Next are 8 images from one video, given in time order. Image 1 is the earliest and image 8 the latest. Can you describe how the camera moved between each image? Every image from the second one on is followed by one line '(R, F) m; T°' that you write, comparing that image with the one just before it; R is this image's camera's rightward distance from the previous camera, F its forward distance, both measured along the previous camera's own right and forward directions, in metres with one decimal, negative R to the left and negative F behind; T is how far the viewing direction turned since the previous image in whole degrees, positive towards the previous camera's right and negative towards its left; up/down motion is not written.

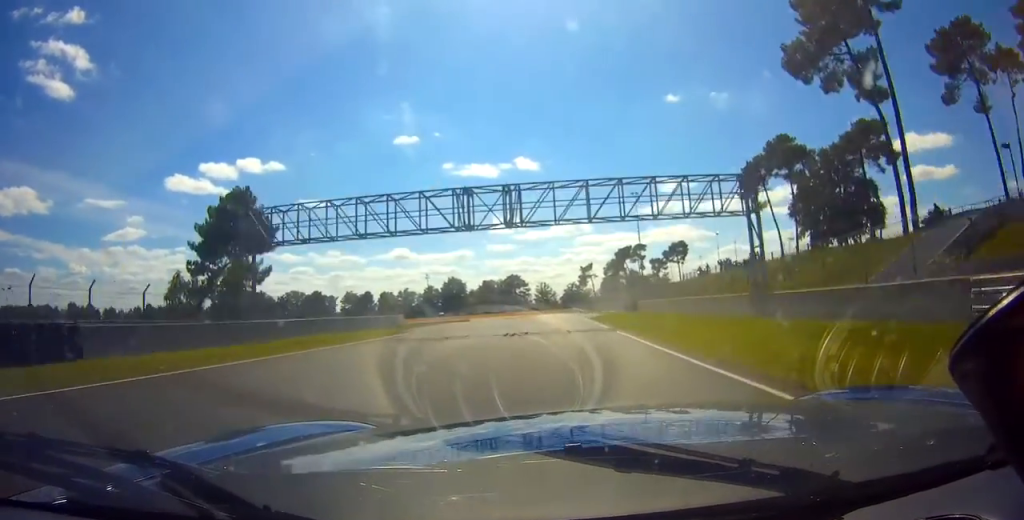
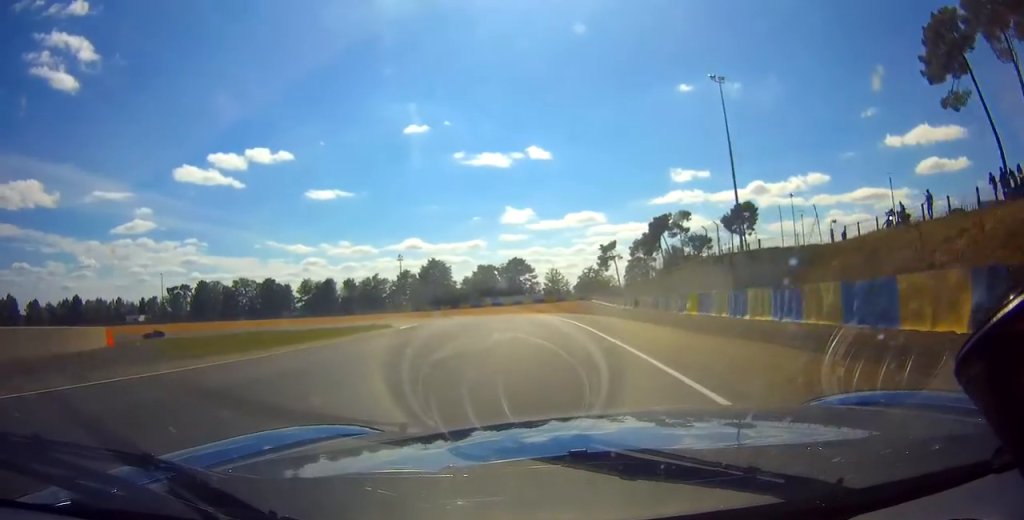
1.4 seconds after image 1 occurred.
(-1.0, +46.9) m; -7°
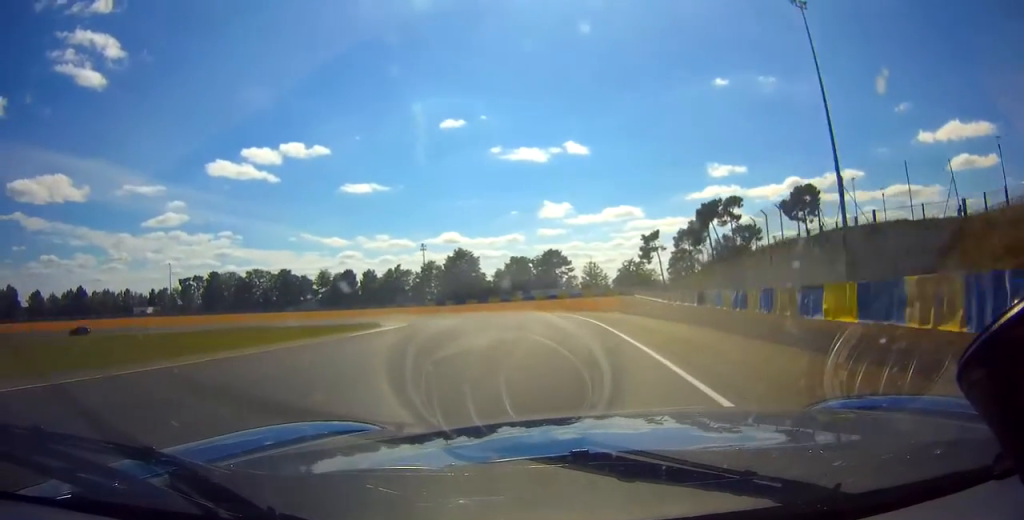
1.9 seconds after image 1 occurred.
(-0.2, +13.9) m; -5°
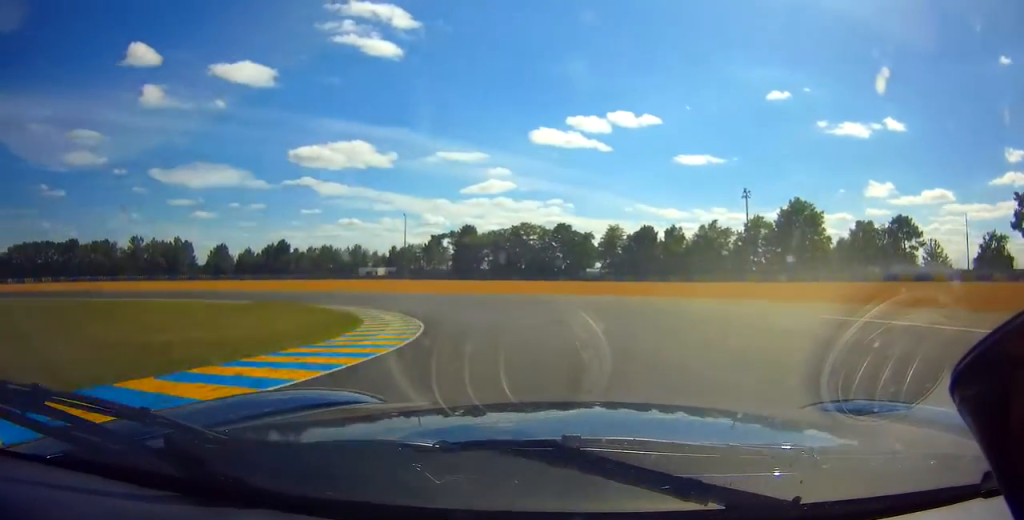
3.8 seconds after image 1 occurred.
(-12.9, +44.8) m; -41°
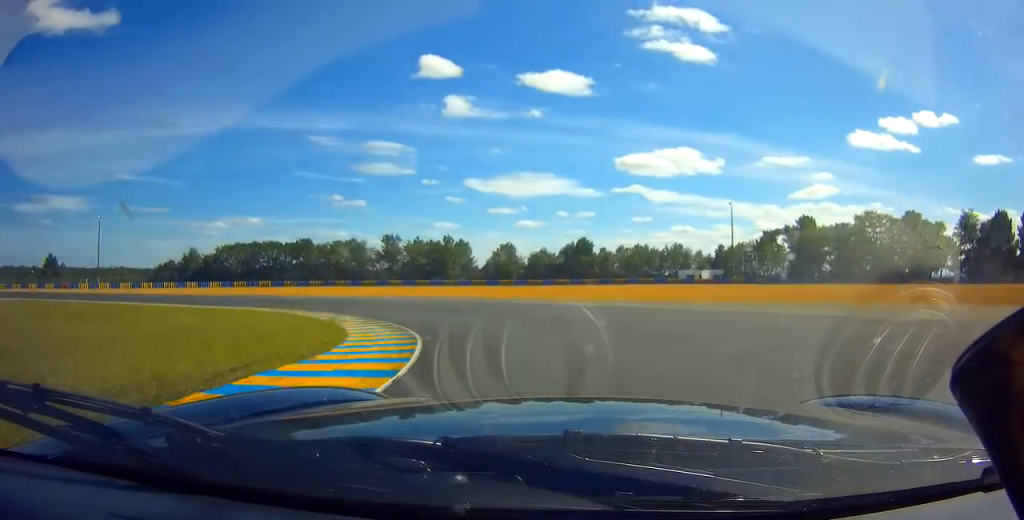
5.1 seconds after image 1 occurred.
(-8.5, +26.7) m; -33°
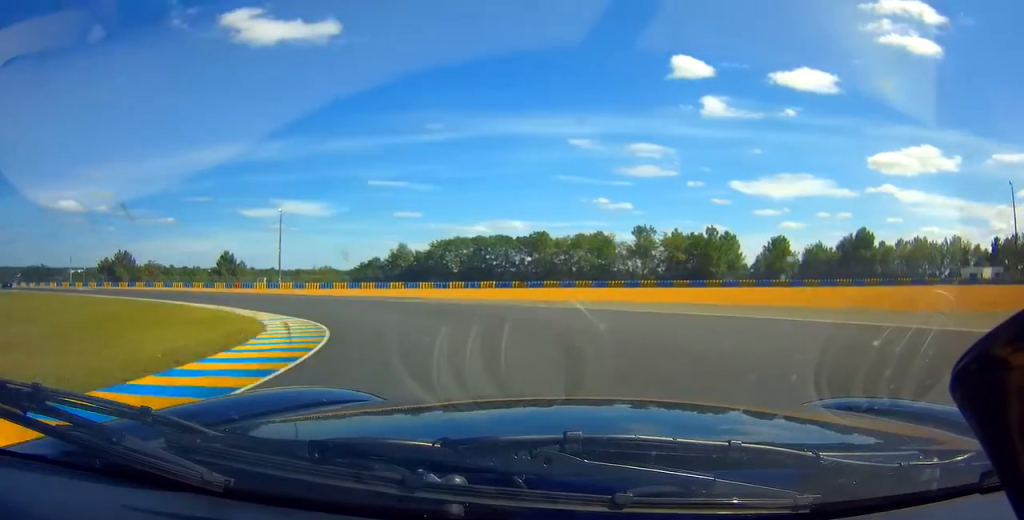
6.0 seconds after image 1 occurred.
(-4.8, +21.3) m; -25°
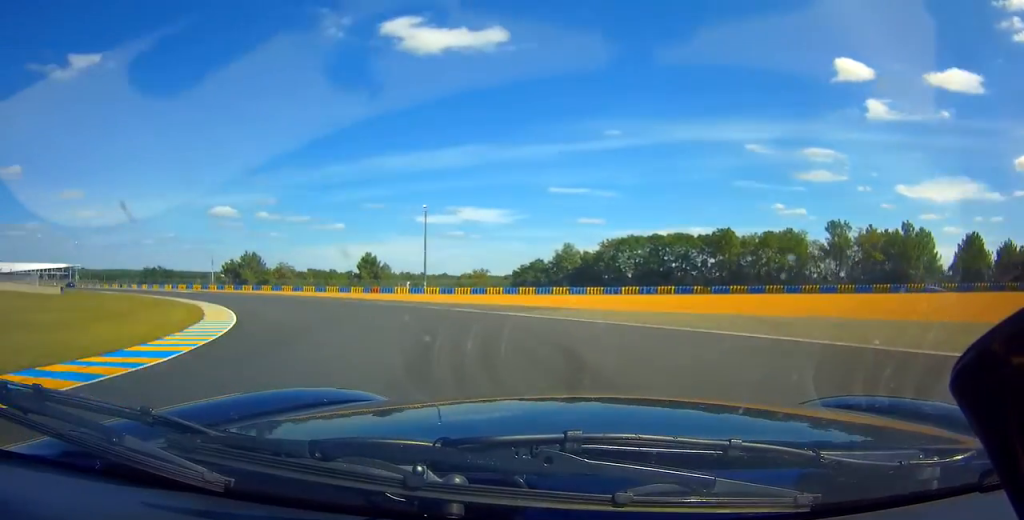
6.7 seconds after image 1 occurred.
(-1.6, +15.5) m; -16°
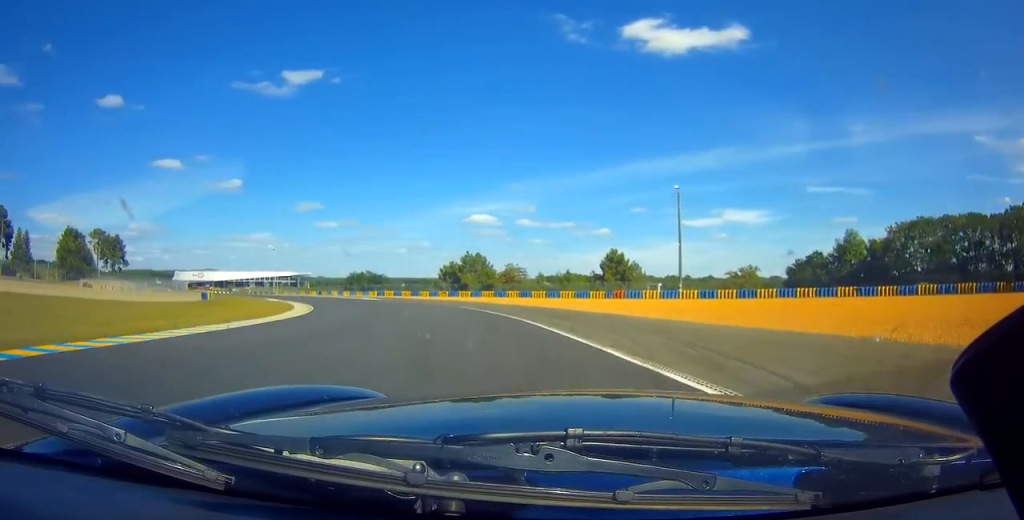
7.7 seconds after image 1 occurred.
(-4.5, +24.1) m; -20°
